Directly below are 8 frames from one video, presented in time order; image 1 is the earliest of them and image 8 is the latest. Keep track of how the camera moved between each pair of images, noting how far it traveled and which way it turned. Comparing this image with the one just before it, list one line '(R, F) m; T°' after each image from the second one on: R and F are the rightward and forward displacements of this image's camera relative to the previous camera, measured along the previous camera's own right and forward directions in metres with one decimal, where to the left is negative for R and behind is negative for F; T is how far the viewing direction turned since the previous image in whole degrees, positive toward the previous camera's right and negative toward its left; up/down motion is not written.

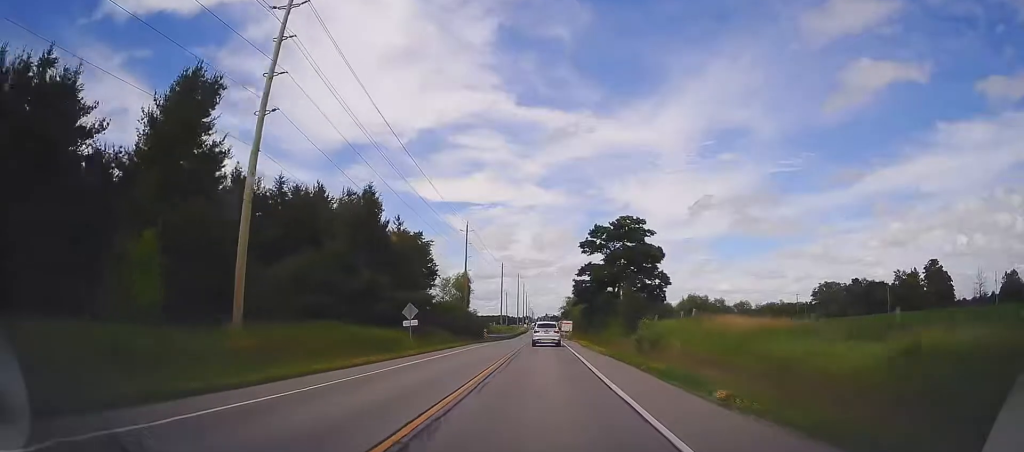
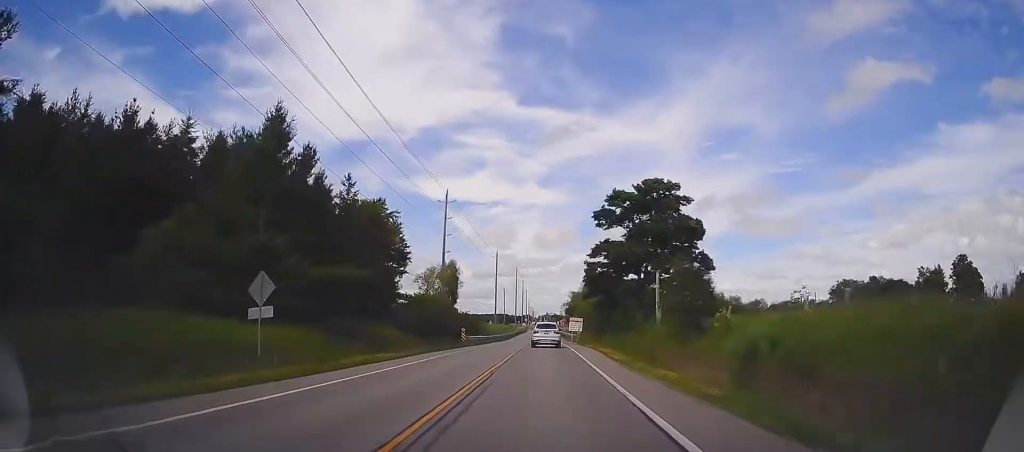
(-0.1, +17.3) m; 0°
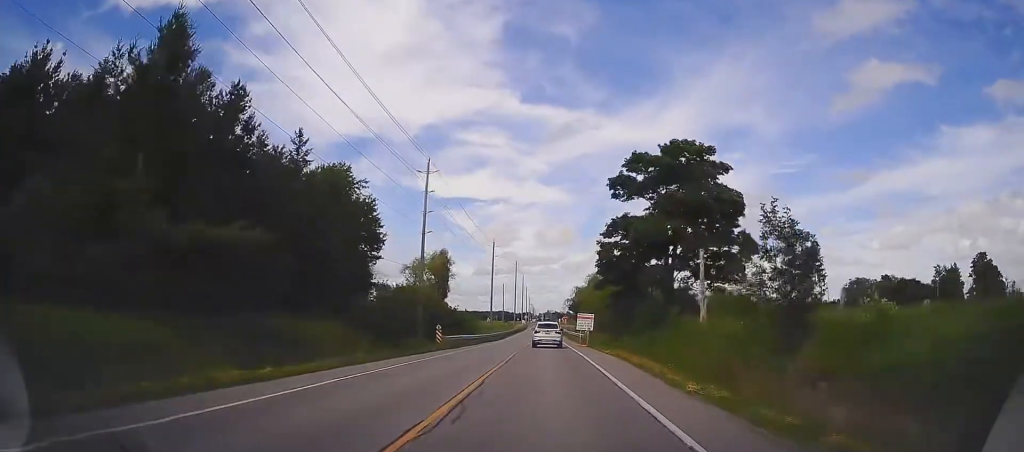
(-0.1, +10.8) m; 0°
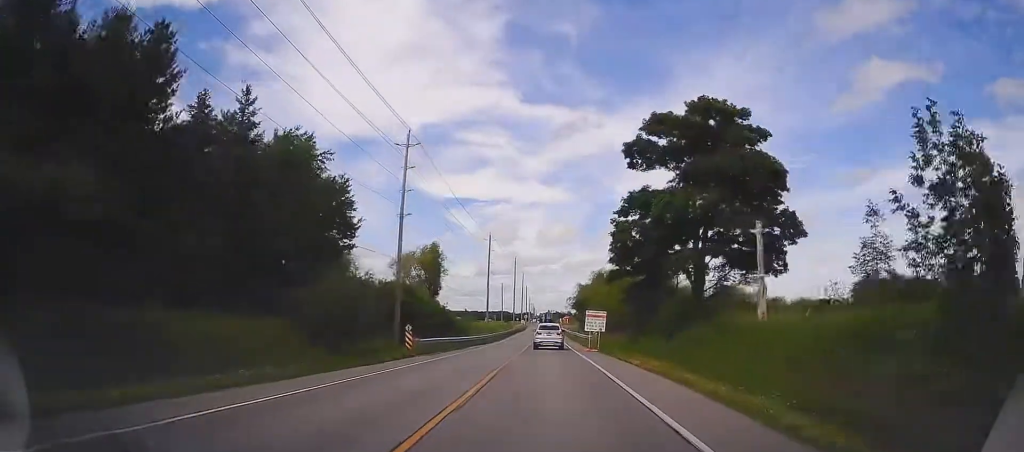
(+0.1, +7.7) m; 0°
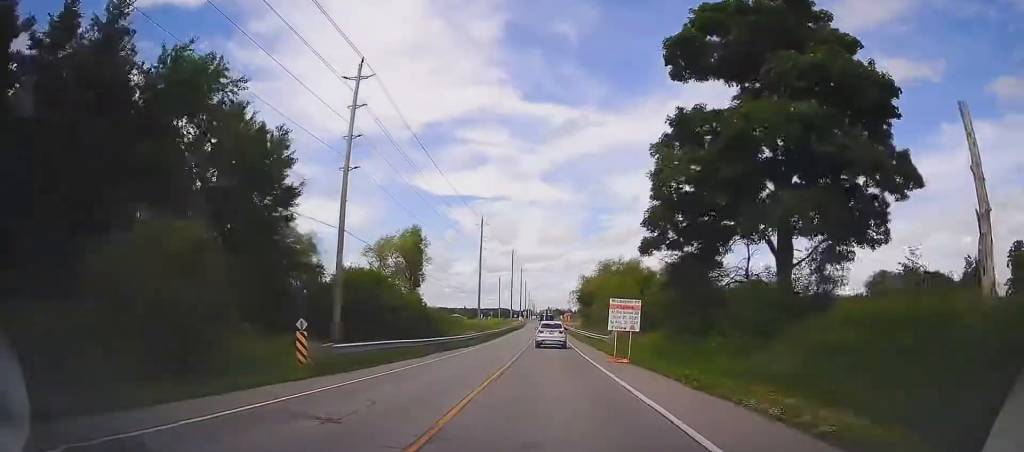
(+0.1, +12.2) m; 0°
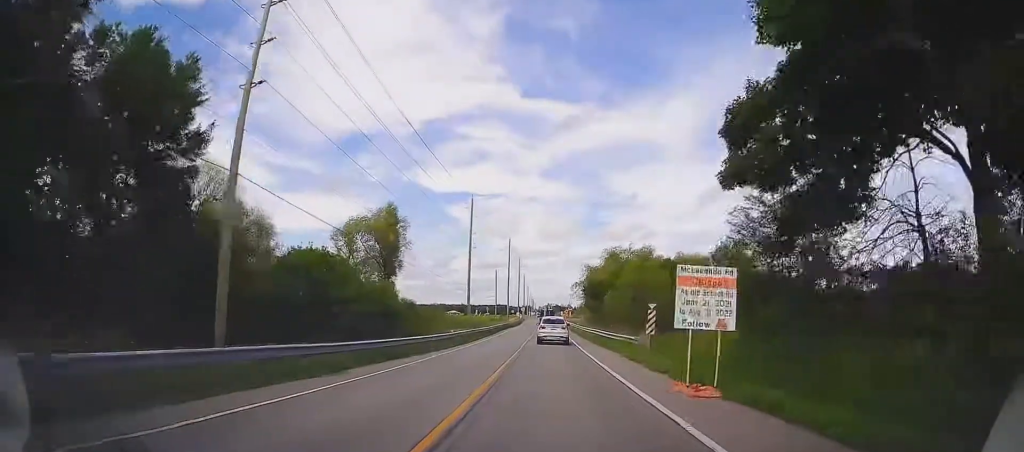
(-0.1, +10.9) m; -1°
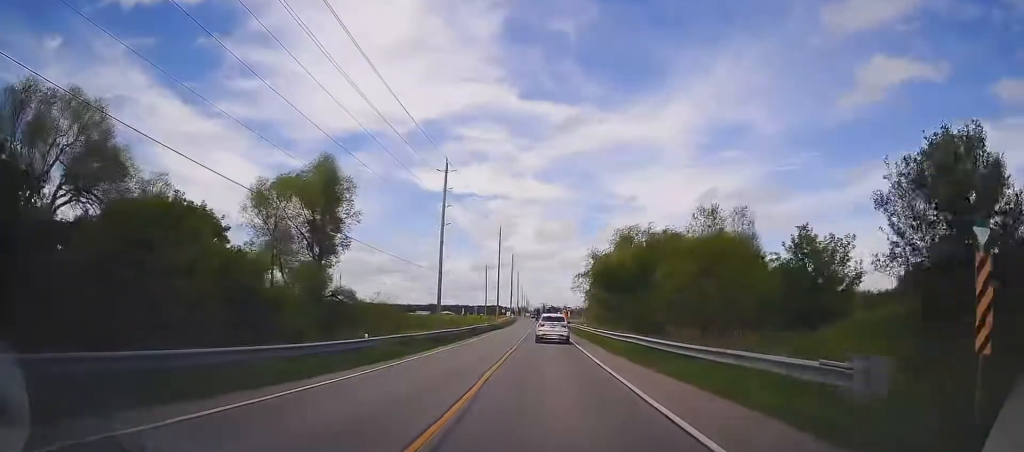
(0.0, +16.8) m; +1°
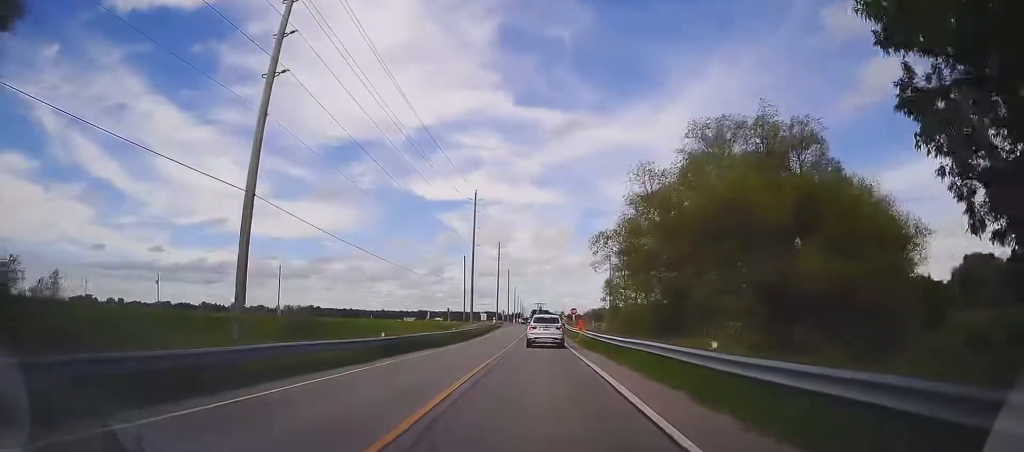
(+0.8, +37.2) m; +1°
